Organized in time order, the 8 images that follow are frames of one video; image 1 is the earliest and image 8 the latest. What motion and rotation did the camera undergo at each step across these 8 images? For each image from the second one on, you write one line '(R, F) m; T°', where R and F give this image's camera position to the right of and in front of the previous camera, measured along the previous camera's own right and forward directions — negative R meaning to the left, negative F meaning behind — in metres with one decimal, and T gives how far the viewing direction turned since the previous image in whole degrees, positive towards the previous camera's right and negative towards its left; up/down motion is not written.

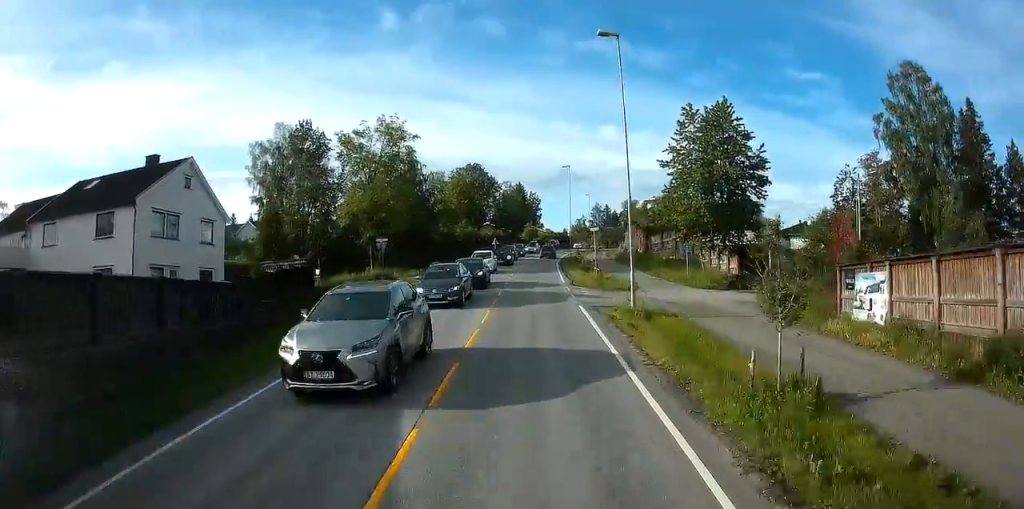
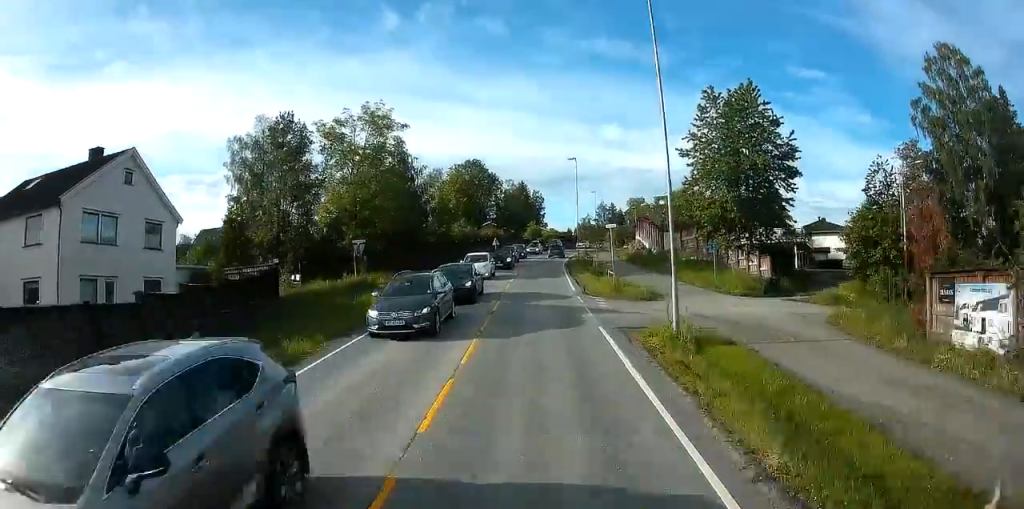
(0.0, +5.2) m; 0°
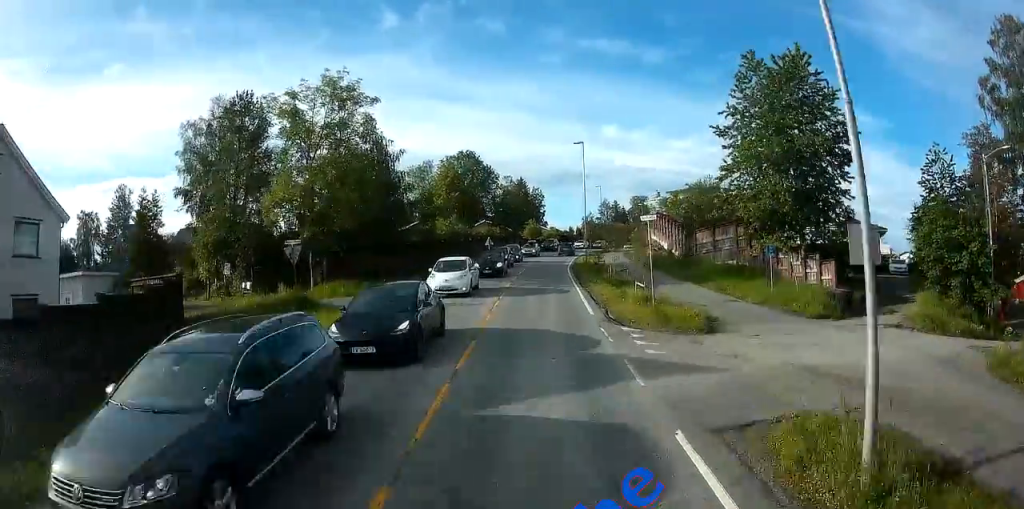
(0.0, +8.3) m; 0°
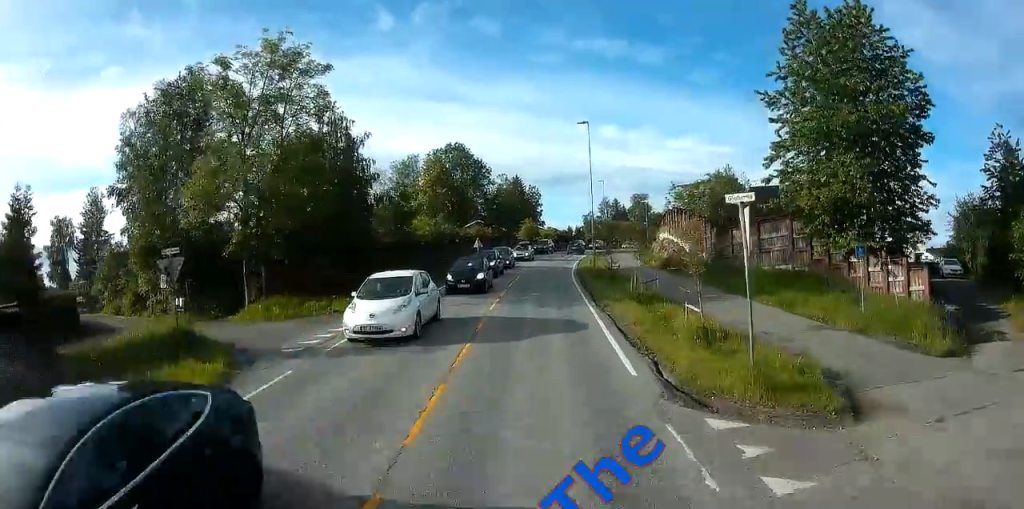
(0.0, +7.8) m; 0°
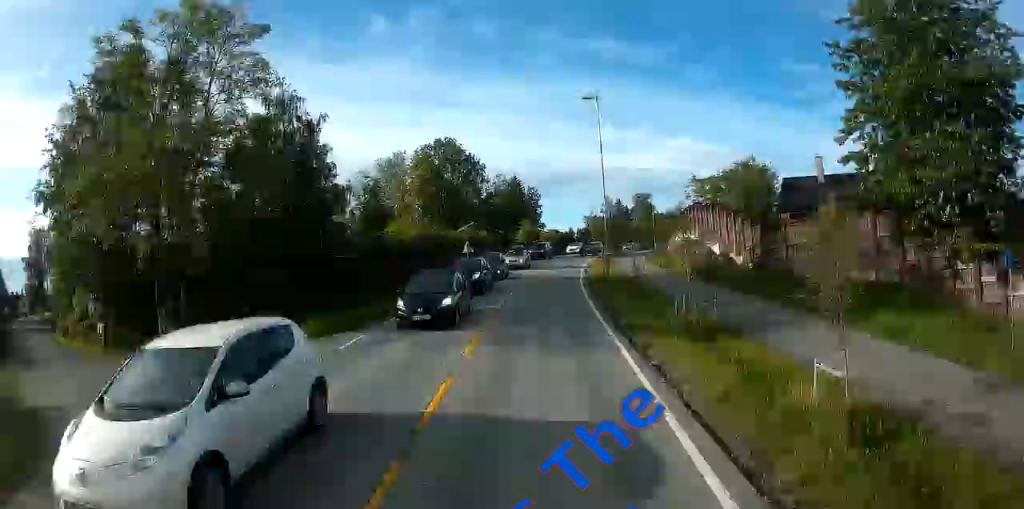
(0.0, +6.9) m; 0°
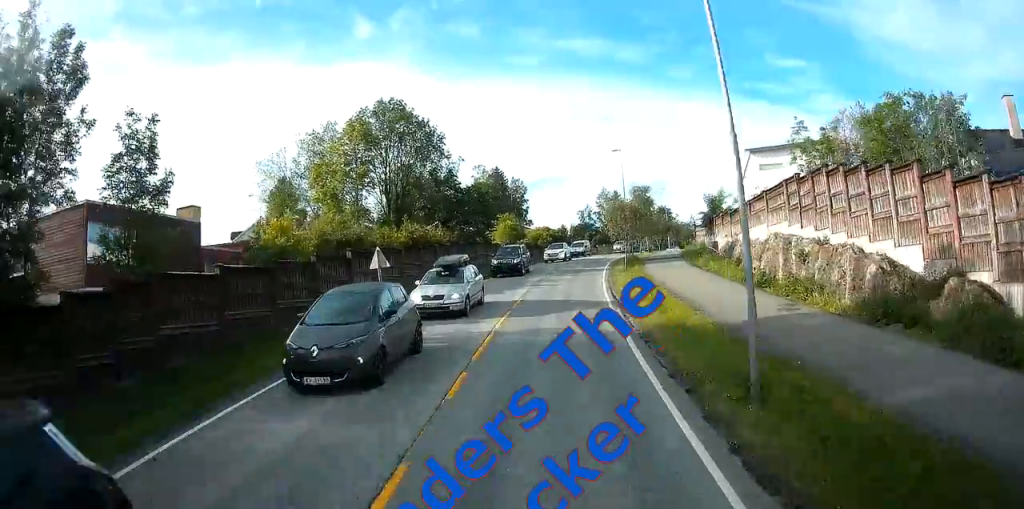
(+0.2, +20.1) m; +2°
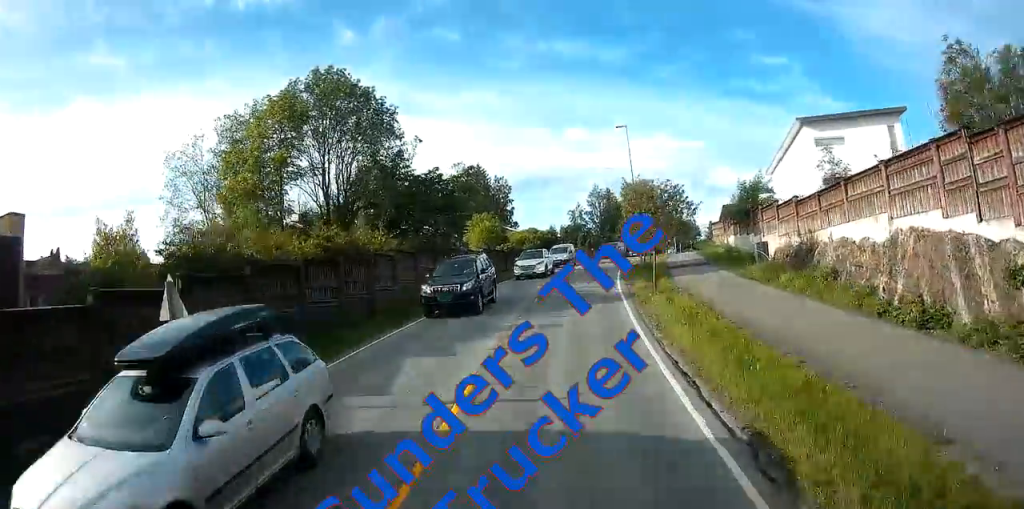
(+0.3, +10.9) m; +4°
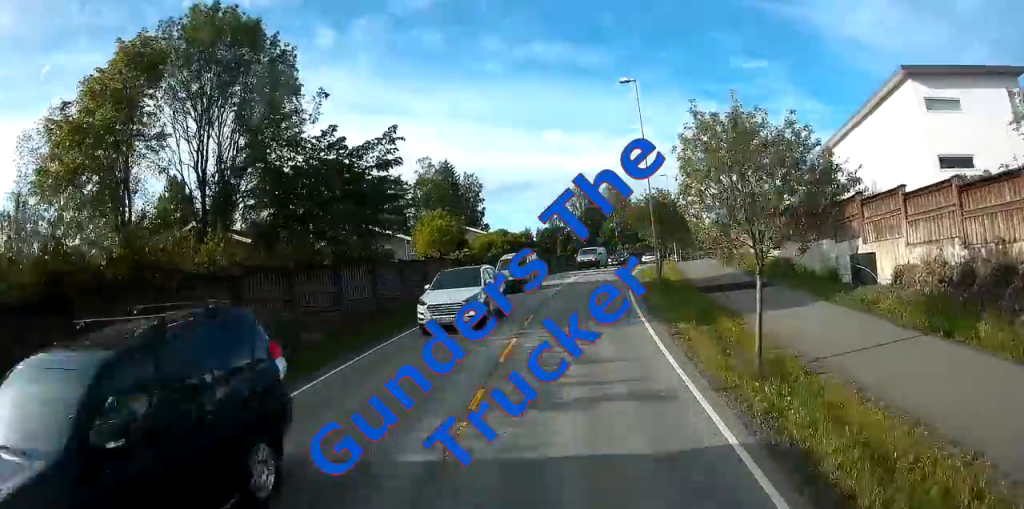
(+0.4, +12.3) m; +2°
